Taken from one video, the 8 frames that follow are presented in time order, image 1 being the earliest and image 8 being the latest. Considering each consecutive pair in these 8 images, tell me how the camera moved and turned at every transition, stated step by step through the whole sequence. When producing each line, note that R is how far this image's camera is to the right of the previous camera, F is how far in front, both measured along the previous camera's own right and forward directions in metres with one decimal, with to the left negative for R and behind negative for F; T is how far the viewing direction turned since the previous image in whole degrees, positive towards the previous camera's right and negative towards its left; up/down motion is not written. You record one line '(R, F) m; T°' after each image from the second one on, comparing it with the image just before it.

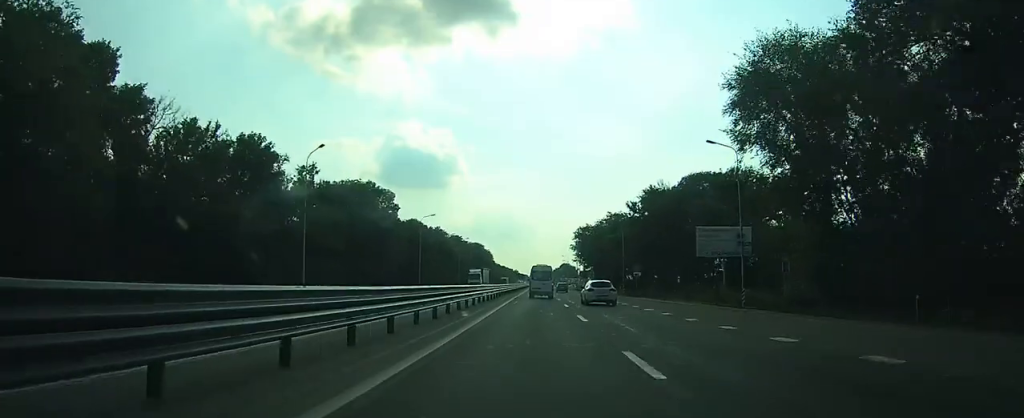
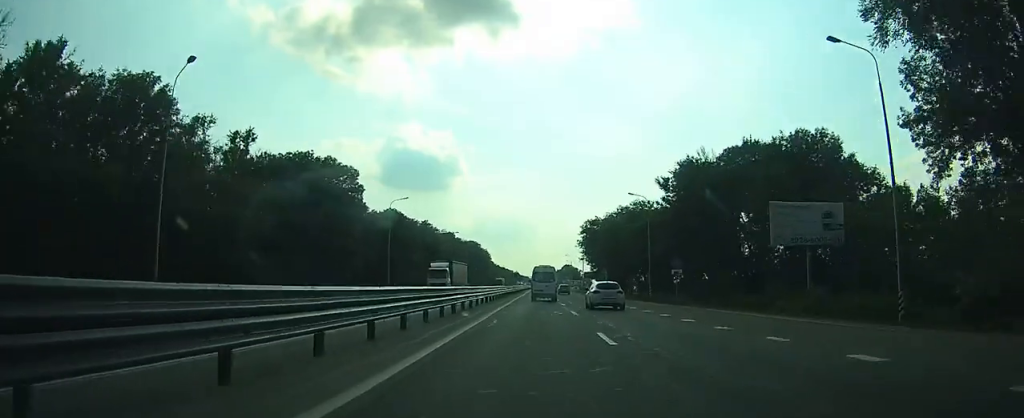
(0.0, +19.6) m; 0°
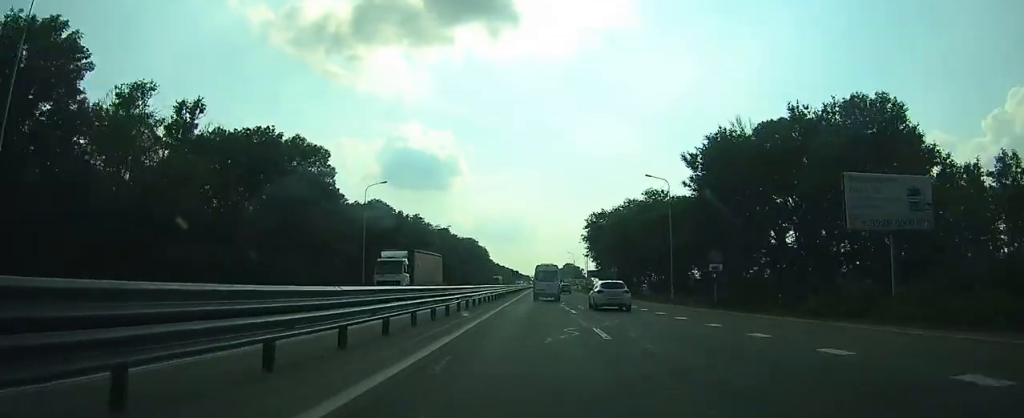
(0.0, +11.0) m; 0°
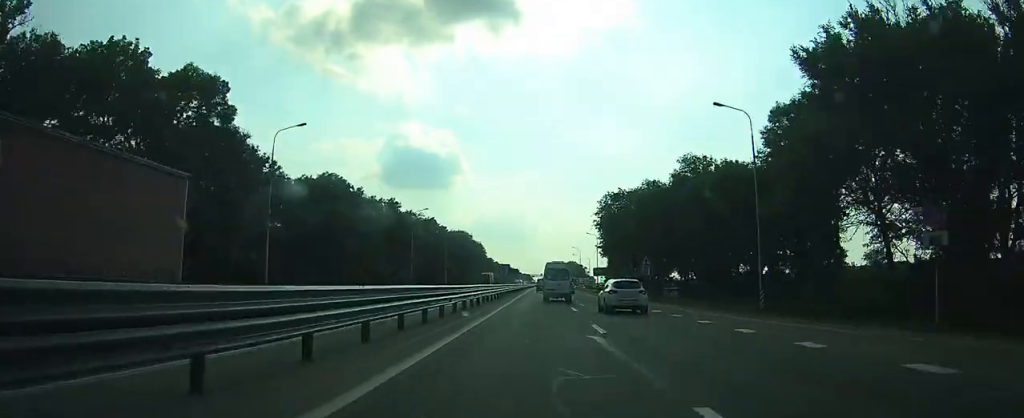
(0.0, +23.3) m; 0°
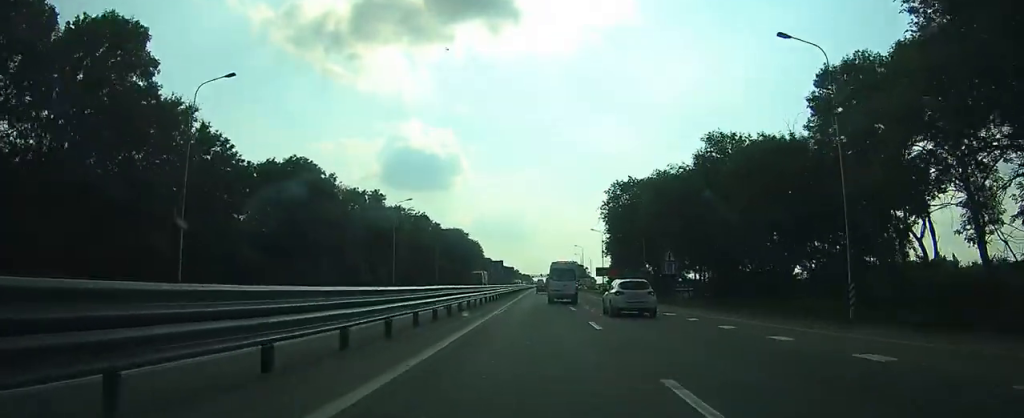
(0.0, +10.7) m; 0°
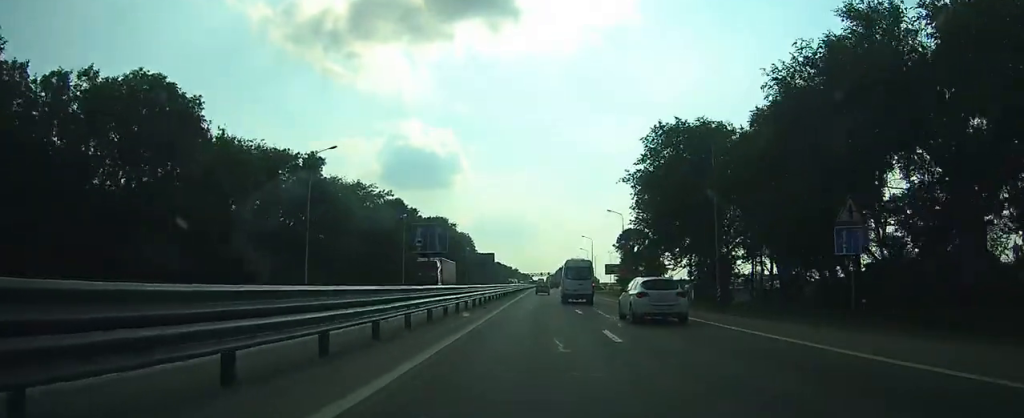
(0.0, +30.3) m; 0°
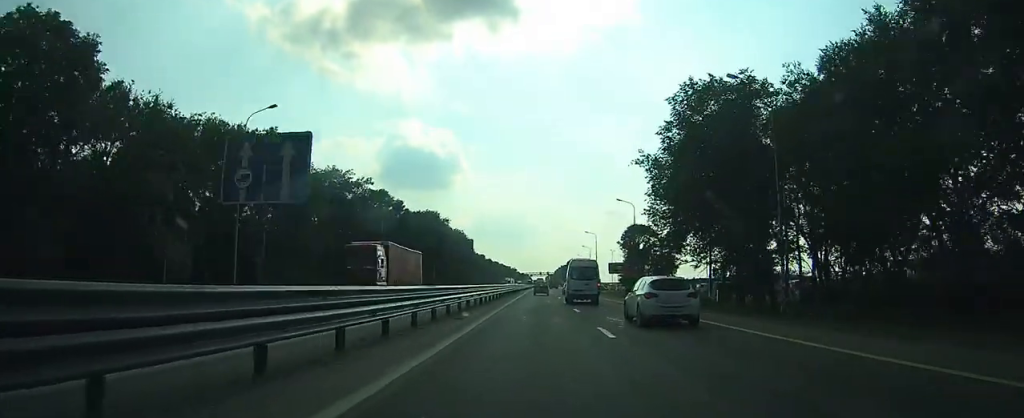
(0.0, +12.6) m; 0°
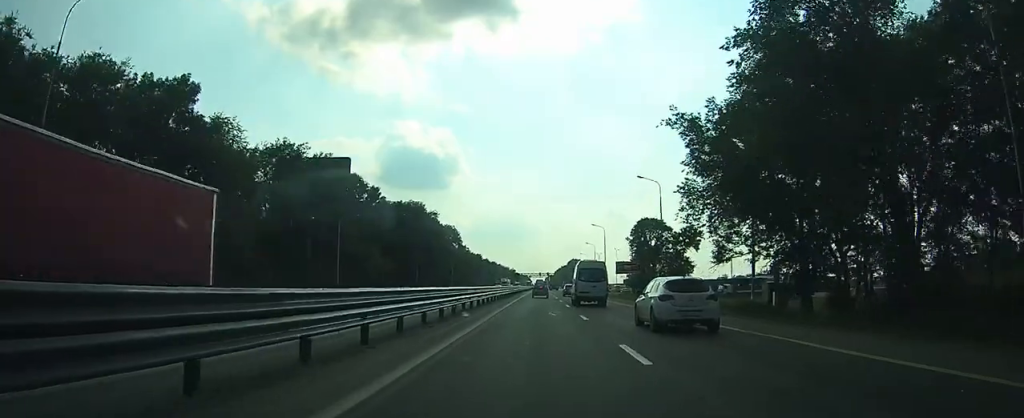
(+0.1, +18.9) m; 0°
